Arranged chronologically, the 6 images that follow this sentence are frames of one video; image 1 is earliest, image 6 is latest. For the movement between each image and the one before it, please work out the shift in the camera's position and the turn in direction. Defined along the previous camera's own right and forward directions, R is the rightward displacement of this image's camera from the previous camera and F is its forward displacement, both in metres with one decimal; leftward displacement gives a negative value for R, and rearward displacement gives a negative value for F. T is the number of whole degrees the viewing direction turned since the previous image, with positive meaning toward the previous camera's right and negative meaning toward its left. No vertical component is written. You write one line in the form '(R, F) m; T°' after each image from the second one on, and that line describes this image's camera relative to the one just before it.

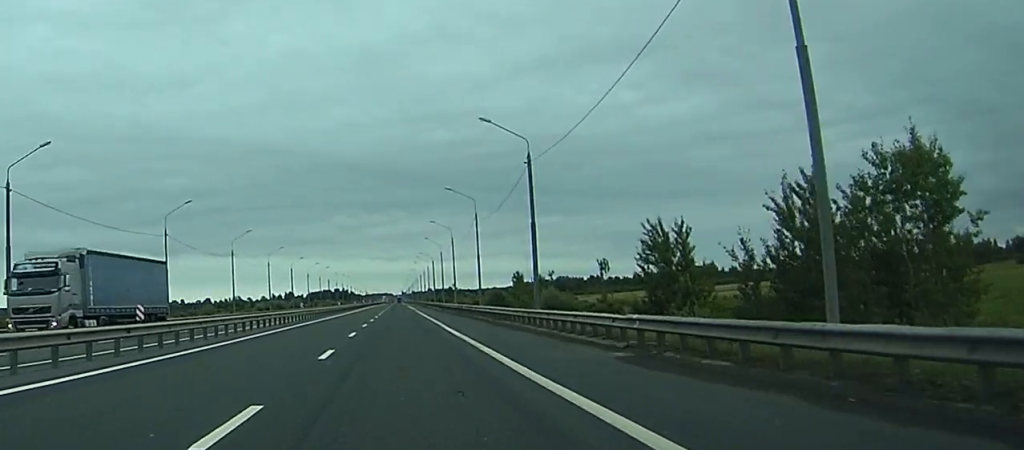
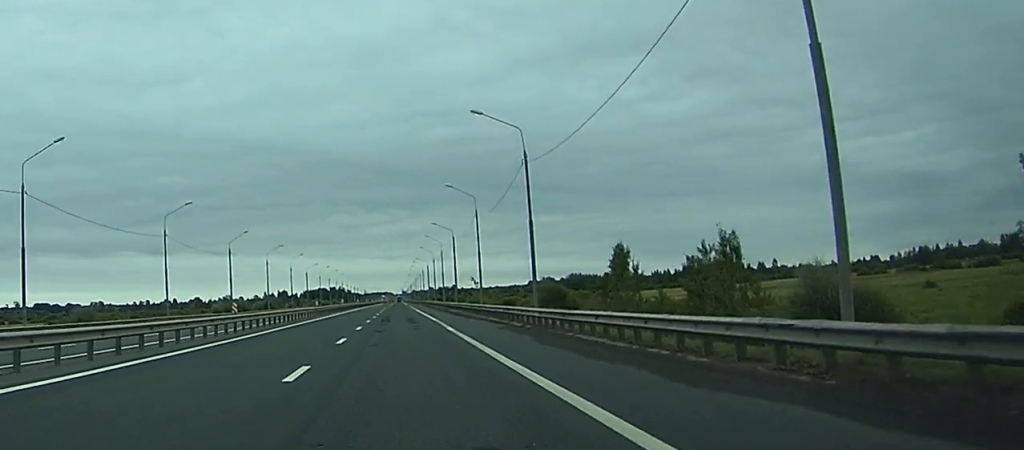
(-0.8, +64.6) m; -1°
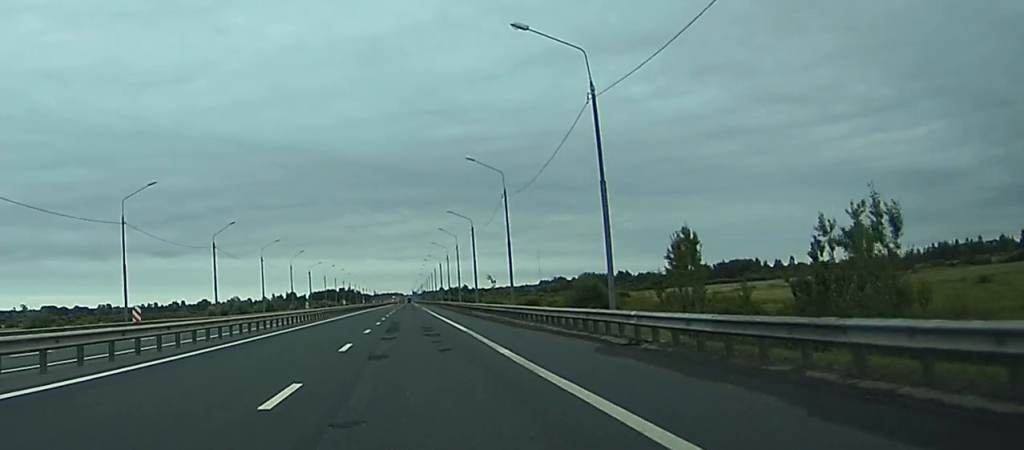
(0.0, +15.0) m; 0°
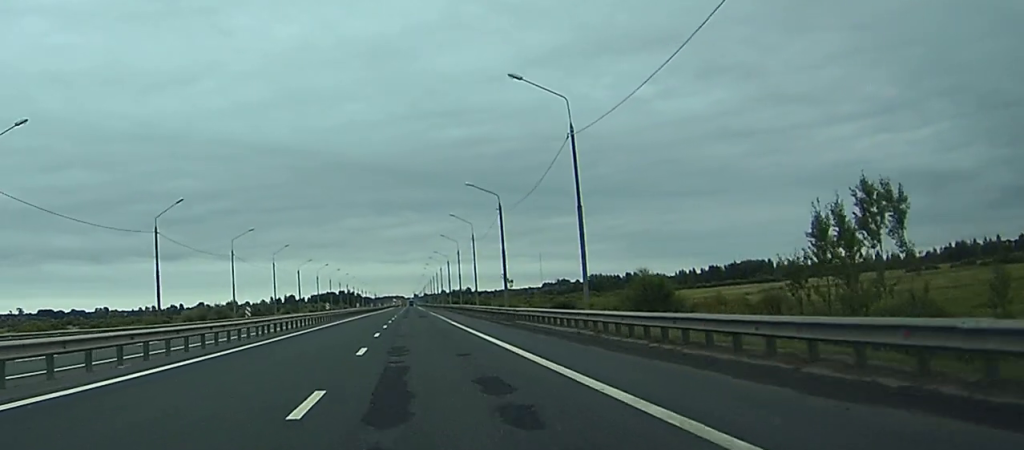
(+0.1, +23.8) m; 0°
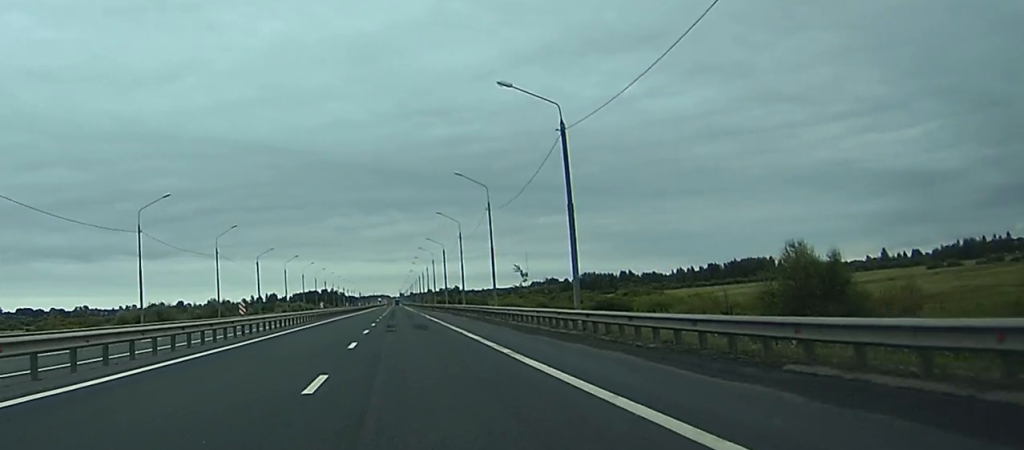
(-0.2, +31.7) m; 0°
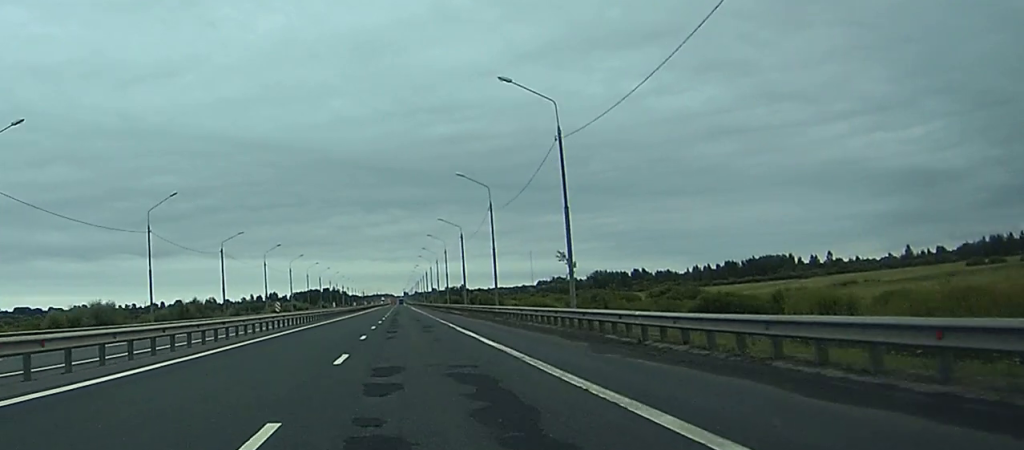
(0.0, +29.0) m; +1°
